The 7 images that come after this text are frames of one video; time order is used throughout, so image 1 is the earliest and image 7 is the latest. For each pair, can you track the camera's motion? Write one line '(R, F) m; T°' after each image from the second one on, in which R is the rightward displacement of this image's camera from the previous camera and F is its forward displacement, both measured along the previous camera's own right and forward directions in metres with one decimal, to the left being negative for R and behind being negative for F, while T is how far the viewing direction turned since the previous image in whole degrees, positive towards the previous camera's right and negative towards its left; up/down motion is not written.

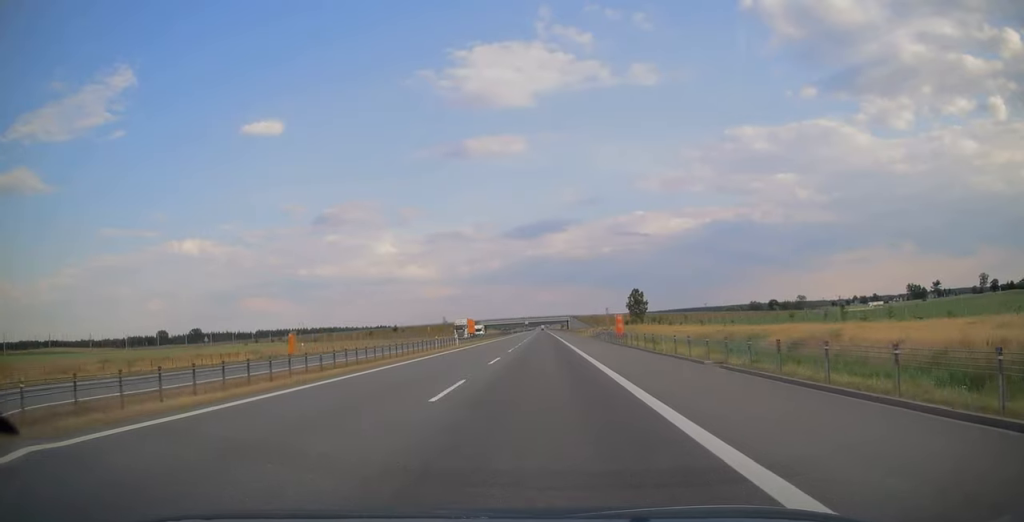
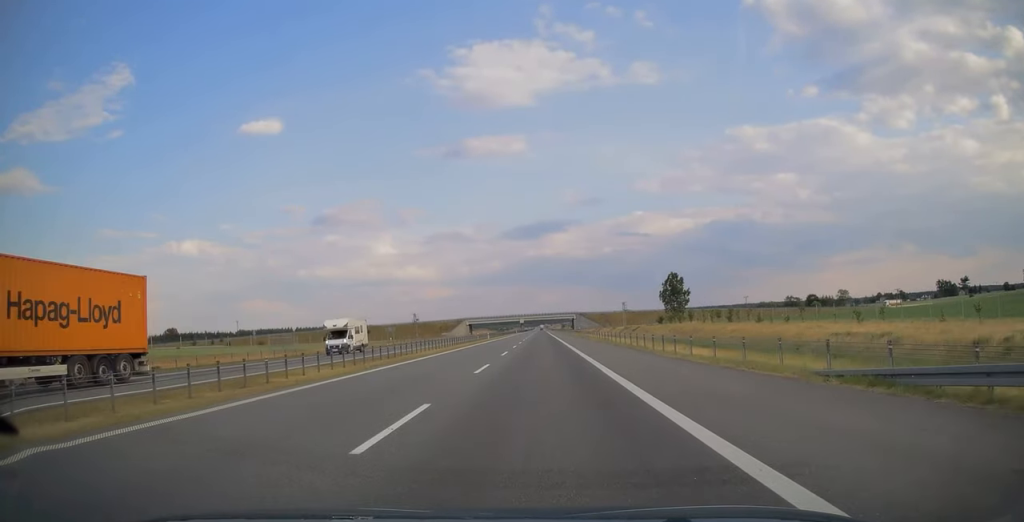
(-0.3, +64.6) m; 0°
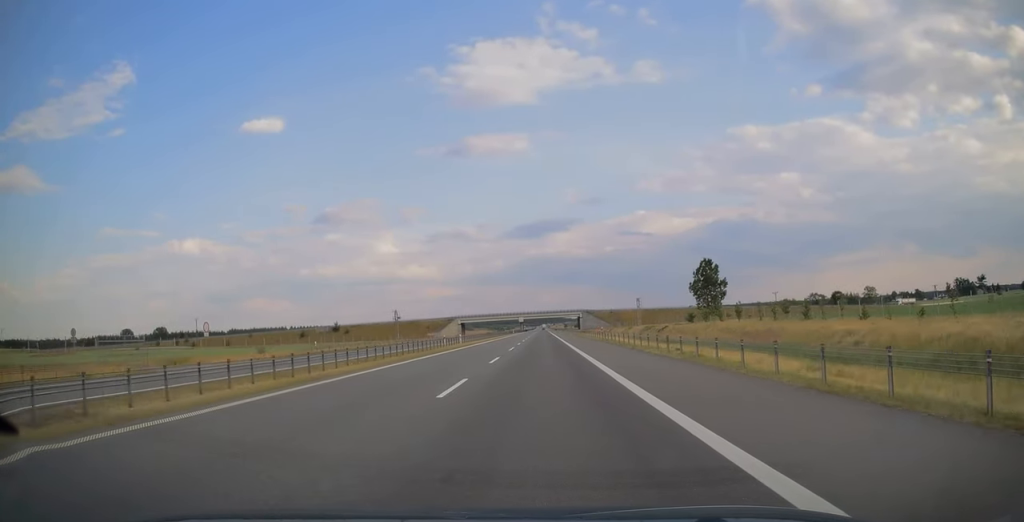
(0.0, +31.0) m; 0°
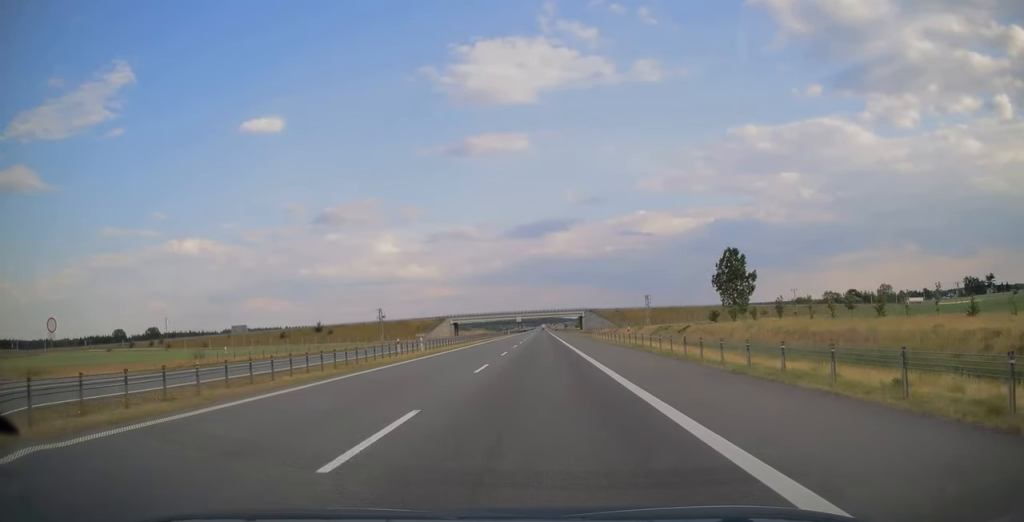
(0.0, +17.9) m; 0°
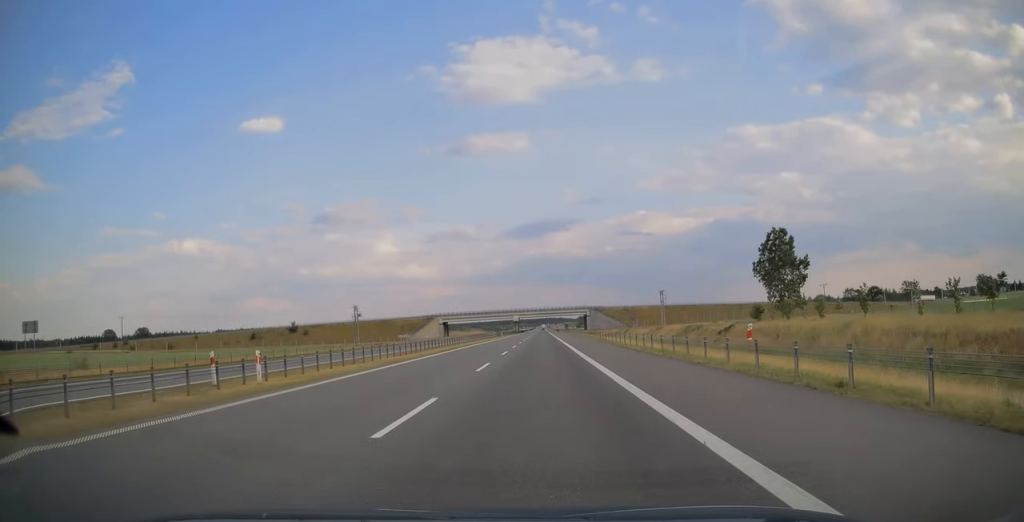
(0.0, +22.8) m; 0°
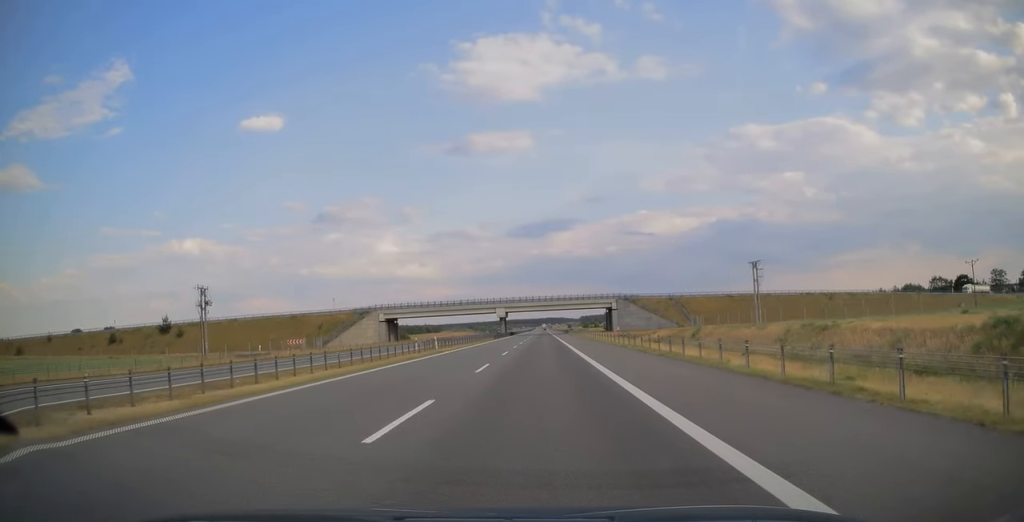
(0.0, +71.2) m; 0°
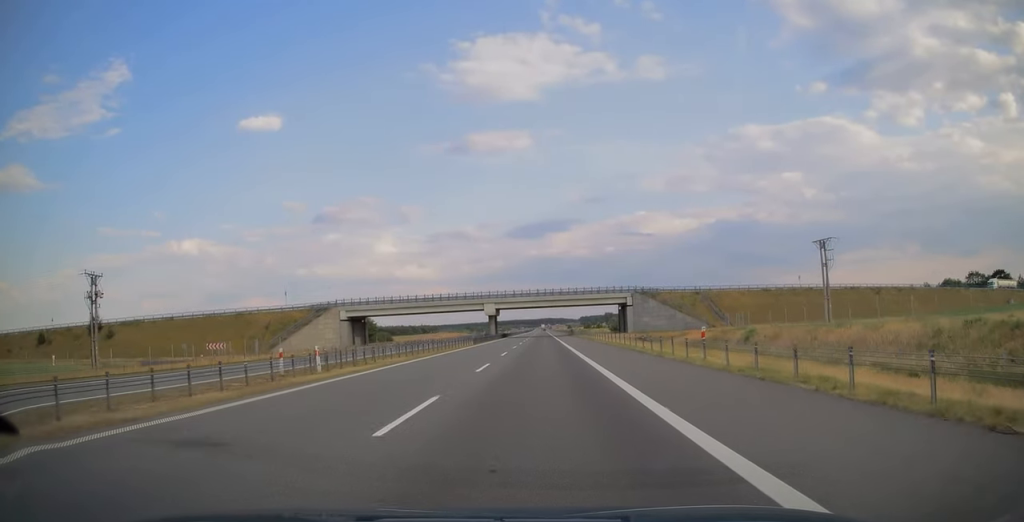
(0.0, +23.4) m; 0°
